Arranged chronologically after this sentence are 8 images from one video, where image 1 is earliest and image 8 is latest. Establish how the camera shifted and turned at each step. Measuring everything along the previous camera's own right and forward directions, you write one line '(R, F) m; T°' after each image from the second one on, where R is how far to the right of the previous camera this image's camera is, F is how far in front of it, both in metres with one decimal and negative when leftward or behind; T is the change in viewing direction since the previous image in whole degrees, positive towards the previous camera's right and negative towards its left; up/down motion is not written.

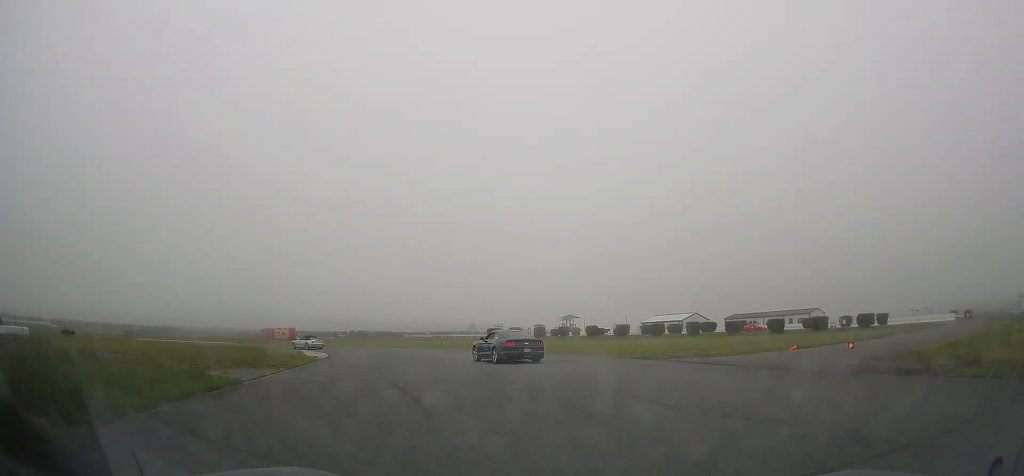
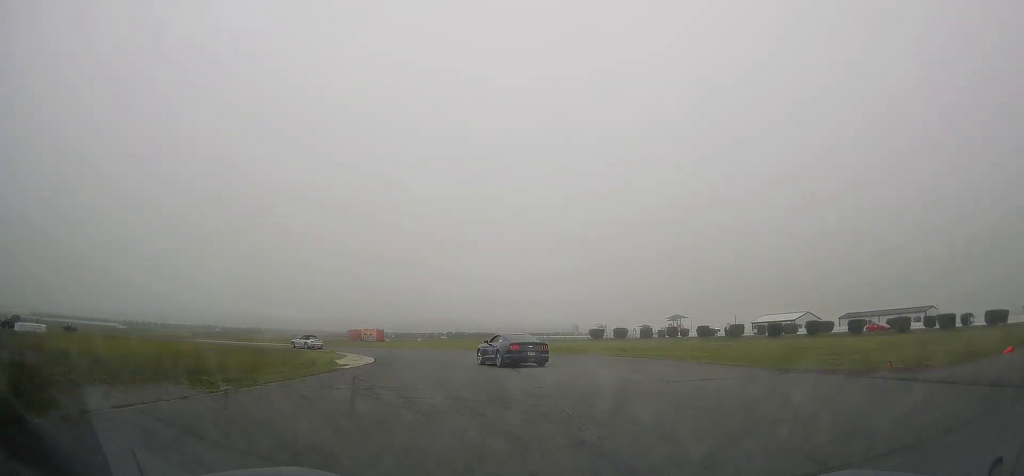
(-1.7, +9.5) m; -10°
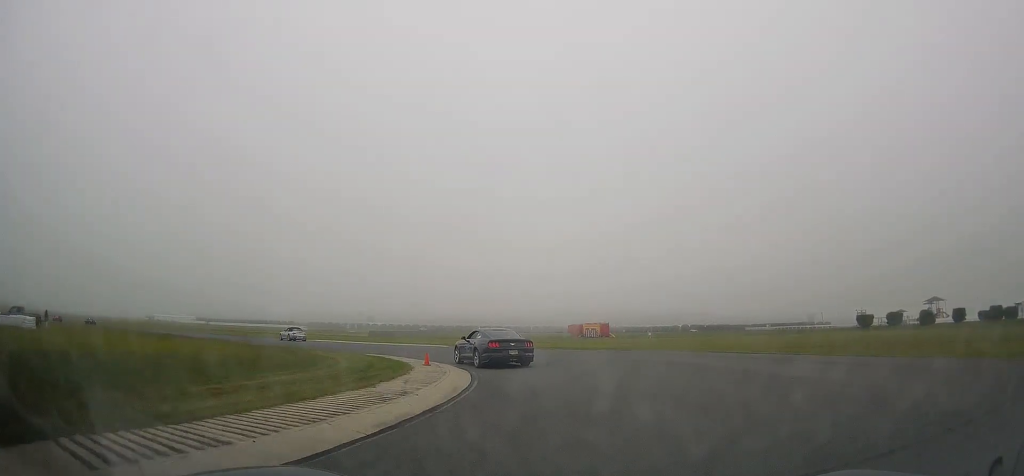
(-5.1, +24.8) m; -25°
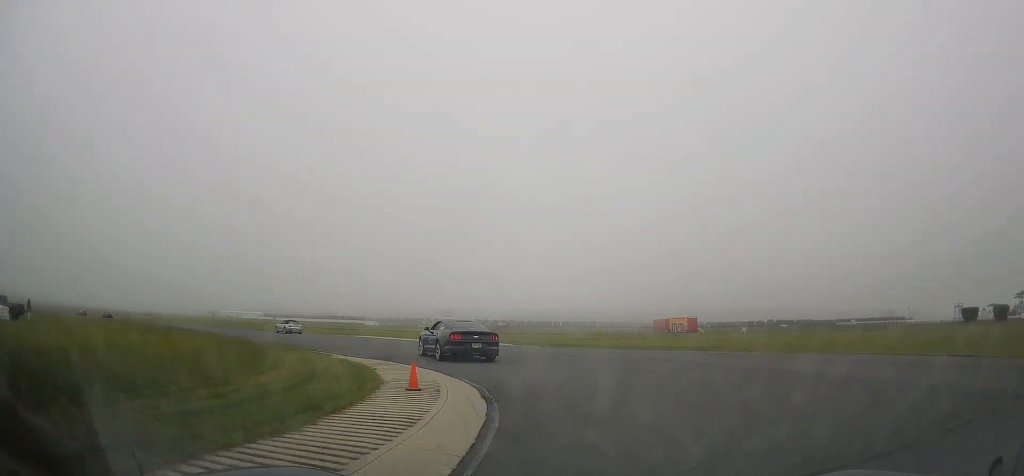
(-1.2, +9.8) m; -10°
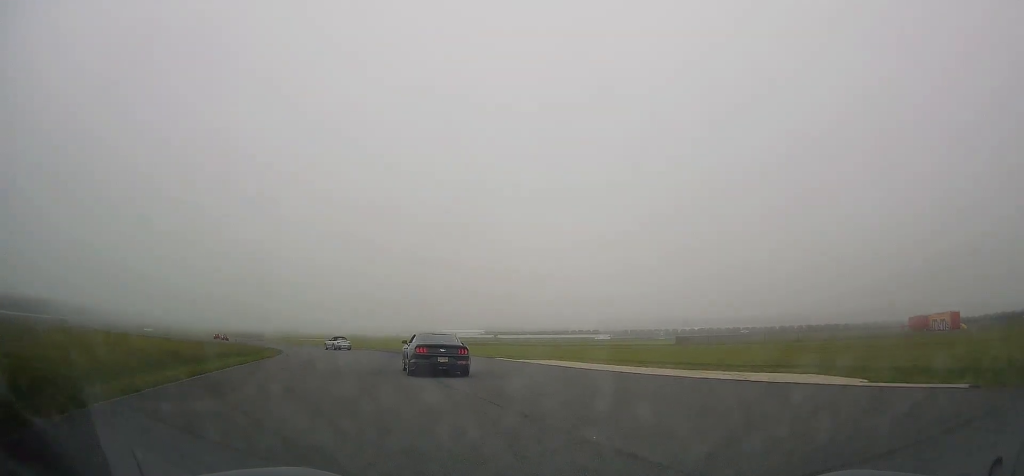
(-4.9, +22.0) m; -25°
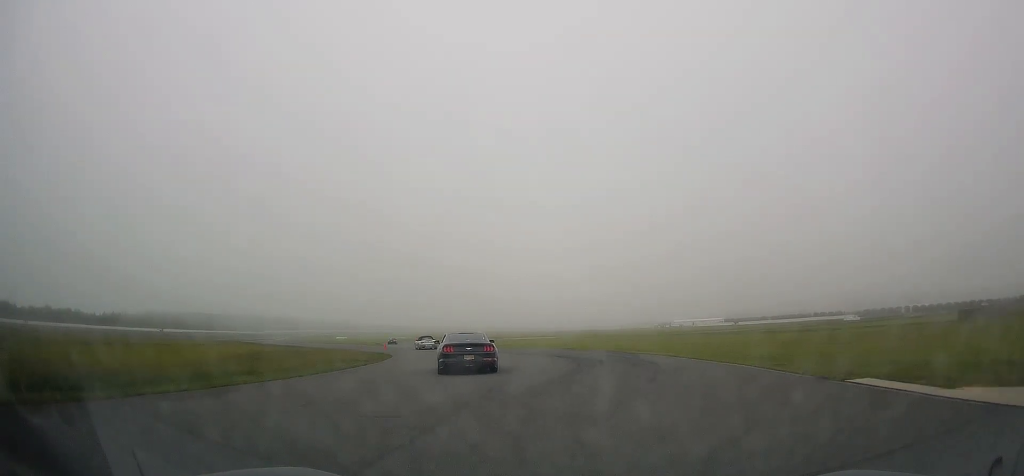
(-5.6, +24.9) m; -23°
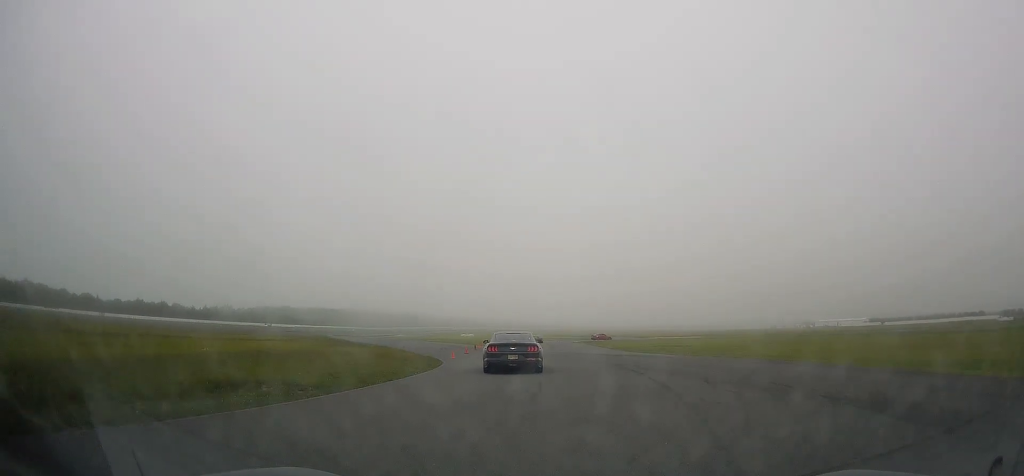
(-2.6, +20.5) m; -11°
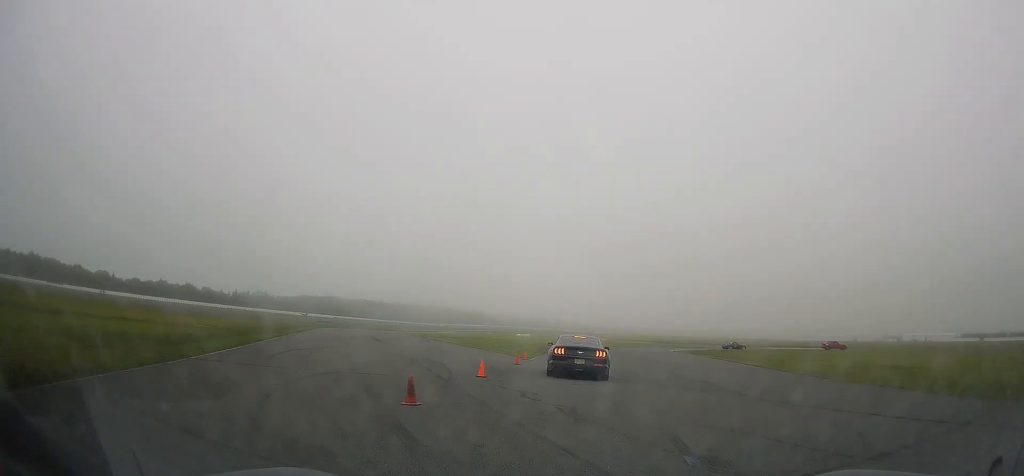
(-3.4, +37.6) m; -7°
